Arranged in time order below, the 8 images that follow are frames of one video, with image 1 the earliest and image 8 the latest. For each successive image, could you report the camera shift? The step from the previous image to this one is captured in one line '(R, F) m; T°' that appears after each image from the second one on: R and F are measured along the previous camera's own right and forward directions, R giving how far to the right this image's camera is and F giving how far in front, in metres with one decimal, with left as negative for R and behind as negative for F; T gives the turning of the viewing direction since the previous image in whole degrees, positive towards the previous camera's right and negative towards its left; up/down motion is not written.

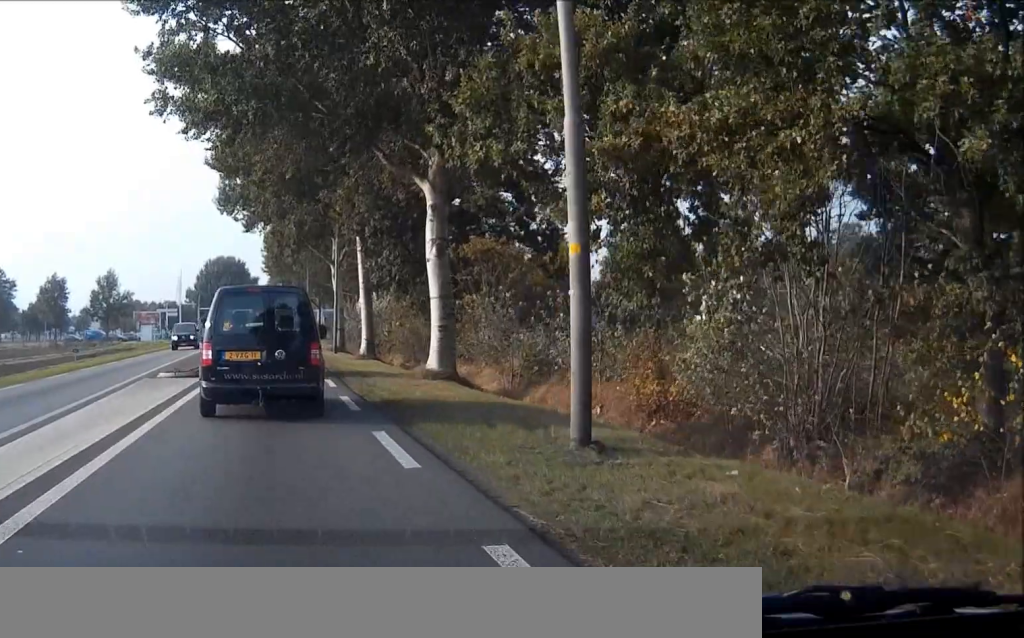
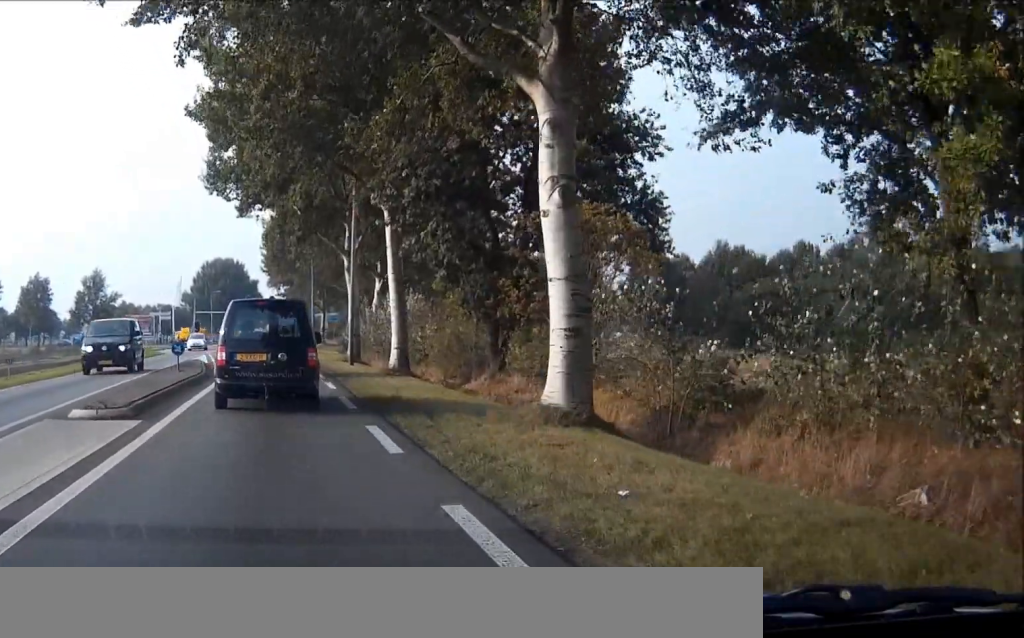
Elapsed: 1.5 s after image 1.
(0.0, +11.8) m; 0°
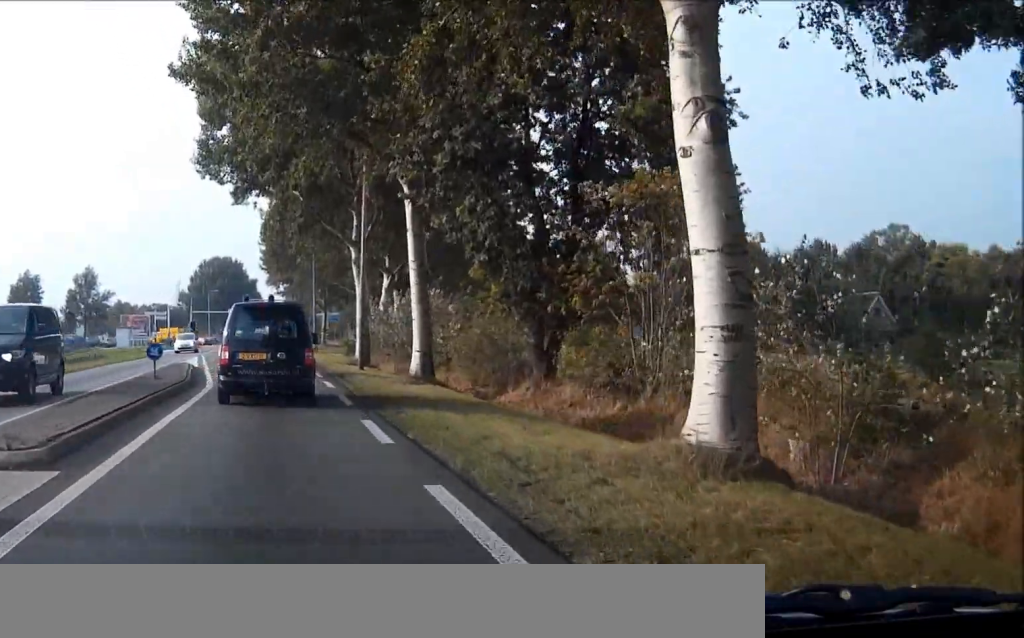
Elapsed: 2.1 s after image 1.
(0.0, +5.5) m; 0°
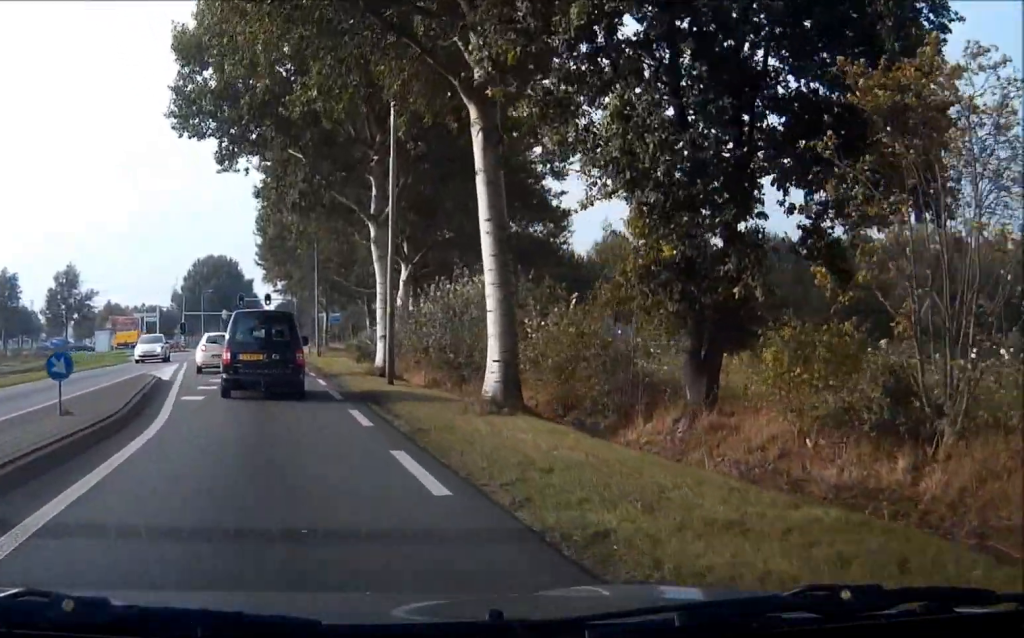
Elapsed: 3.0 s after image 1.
(0.0, +10.0) m; 0°
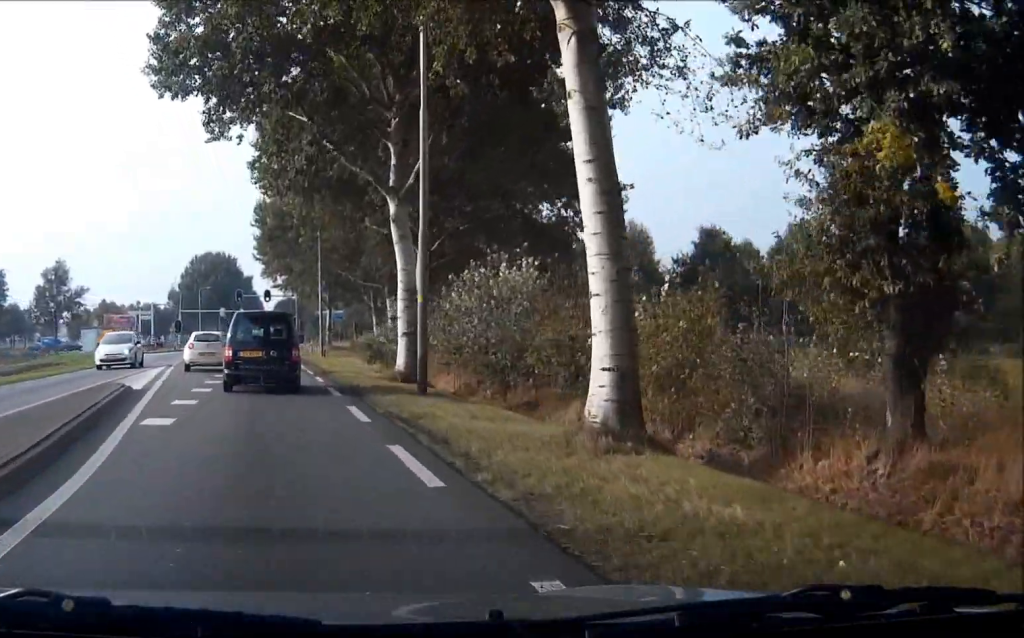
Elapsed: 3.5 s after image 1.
(0.0, +6.1) m; 0°
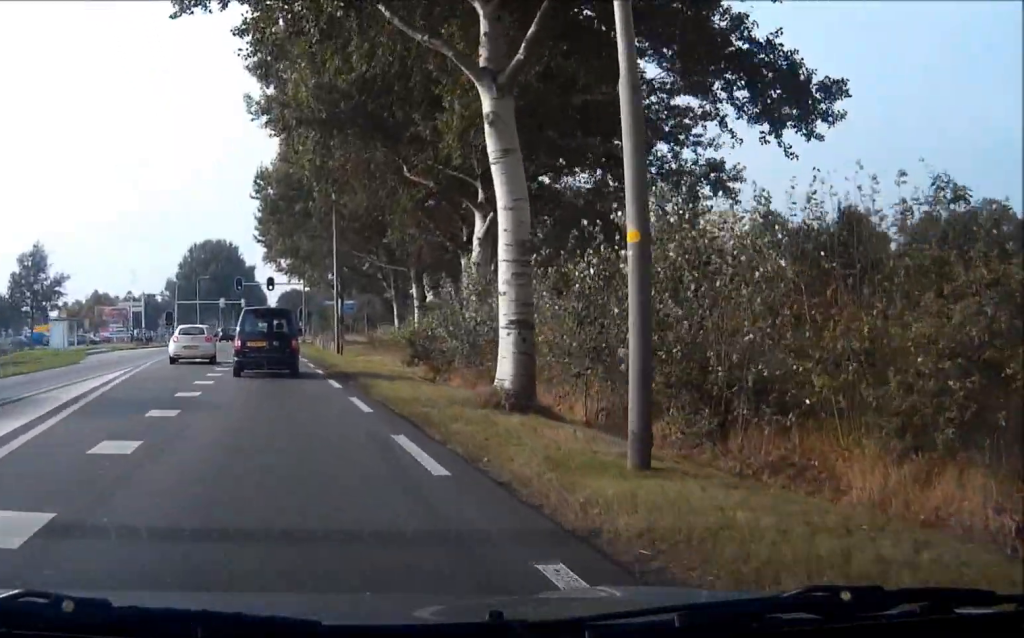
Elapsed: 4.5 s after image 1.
(0.0, +12.2) m; +1°
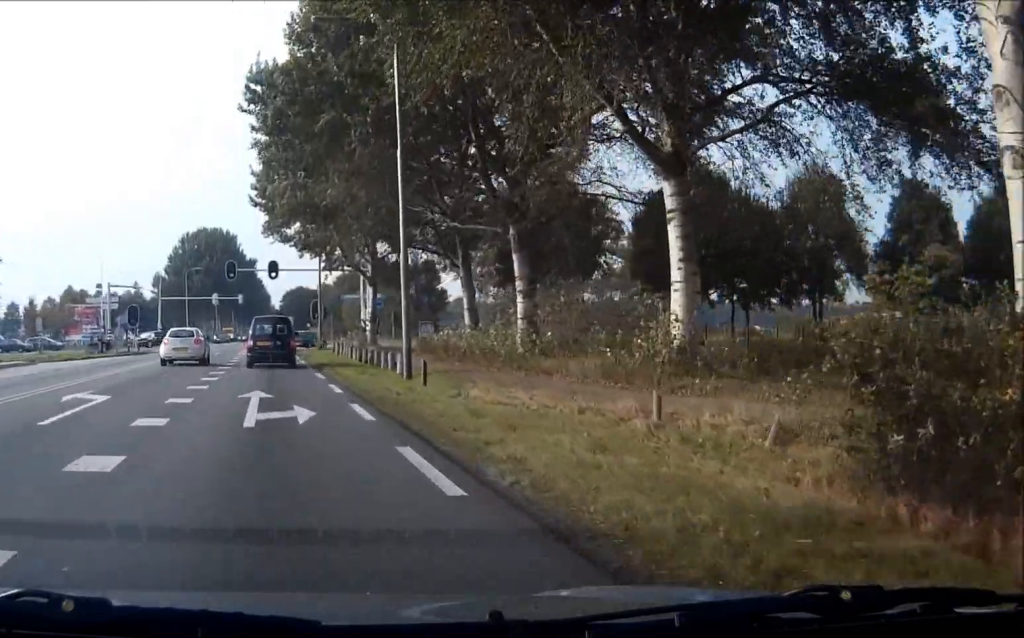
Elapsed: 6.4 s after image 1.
(+0.8, +26.0) m; +2°
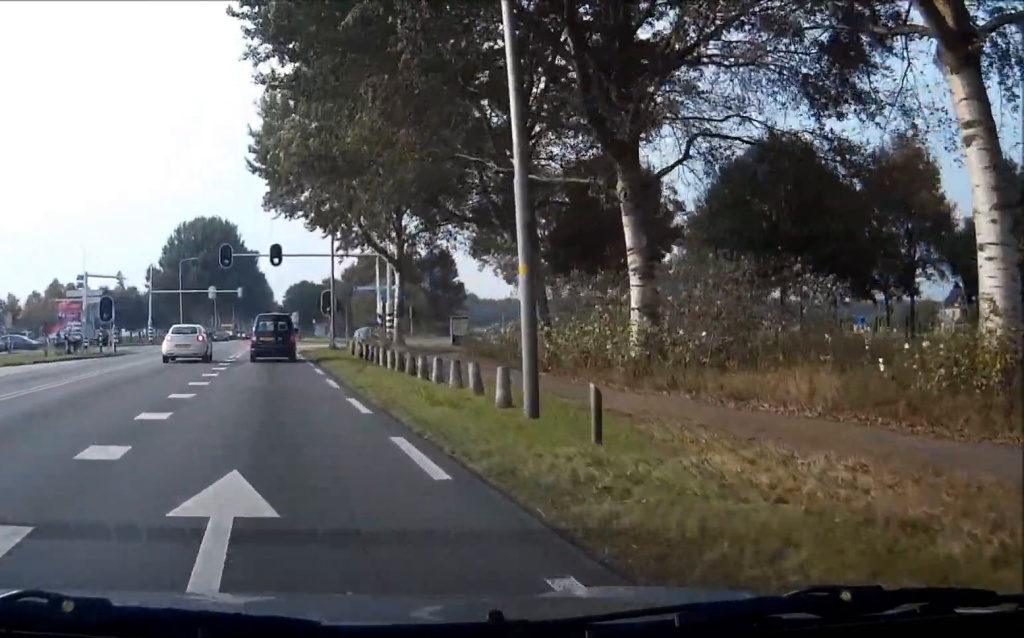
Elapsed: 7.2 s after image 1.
(-0.1, +11.4) m; 0°
